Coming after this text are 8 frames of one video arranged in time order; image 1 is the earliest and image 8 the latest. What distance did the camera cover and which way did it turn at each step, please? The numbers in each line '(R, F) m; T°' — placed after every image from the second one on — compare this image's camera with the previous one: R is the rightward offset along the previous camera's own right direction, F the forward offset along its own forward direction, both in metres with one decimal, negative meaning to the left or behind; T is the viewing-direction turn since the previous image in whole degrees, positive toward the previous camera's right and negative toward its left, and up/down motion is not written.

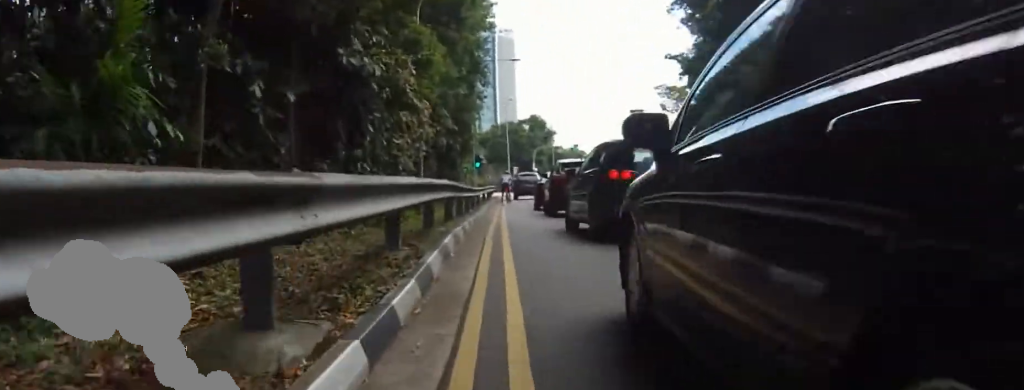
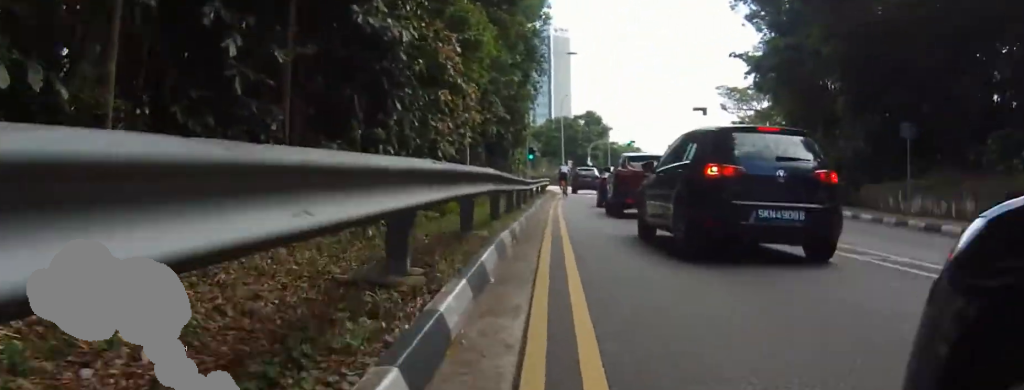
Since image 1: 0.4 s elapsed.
(0.0, +2.2) m; 0°
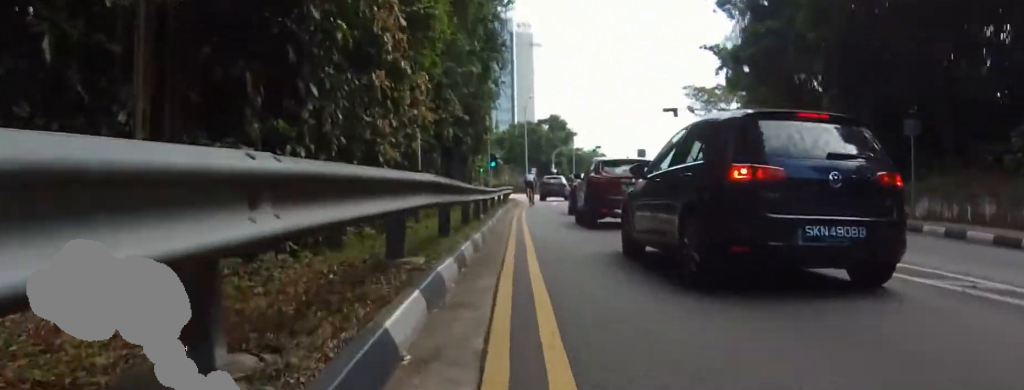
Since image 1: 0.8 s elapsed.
(0.0, +2.1) m; 0°
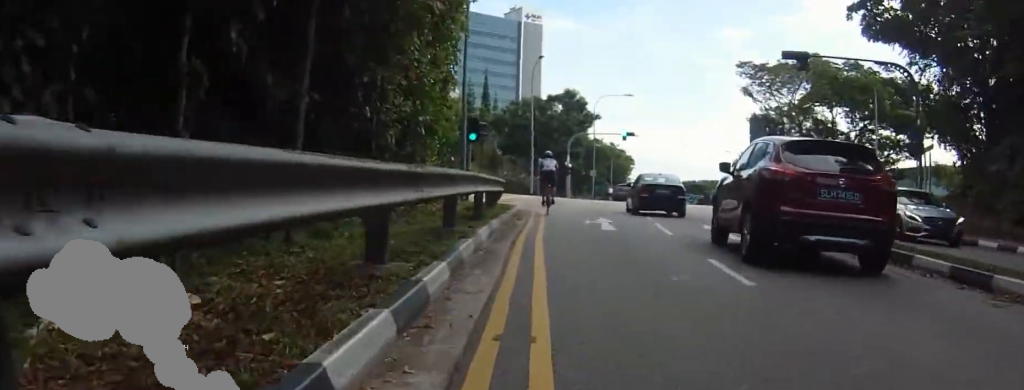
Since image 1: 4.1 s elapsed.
(-4.6, +20.4) m; -23°
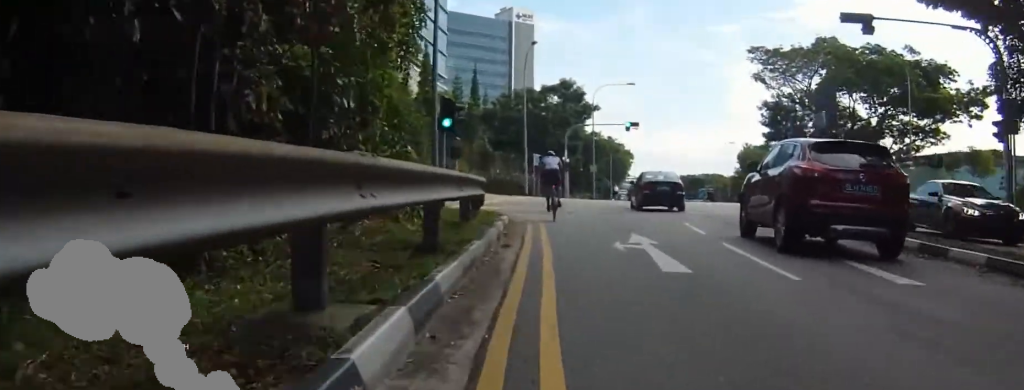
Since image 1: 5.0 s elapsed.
(+0.4, +6.2) m; +9°
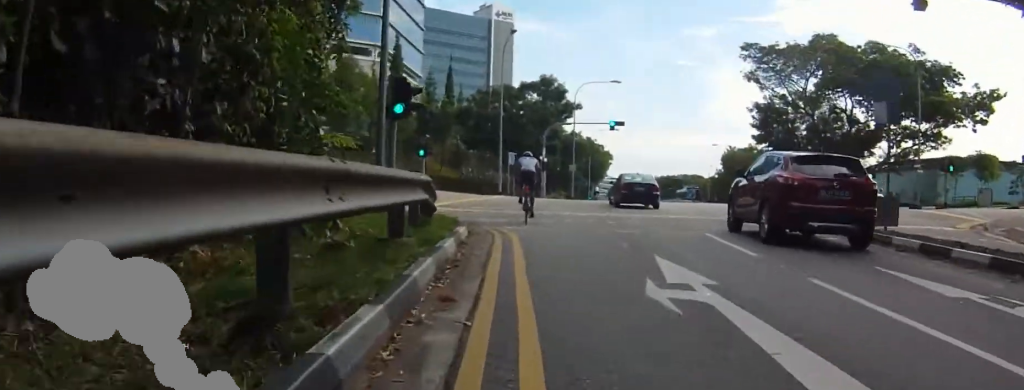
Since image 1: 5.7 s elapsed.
(+0.9, +4.6) m; +6°
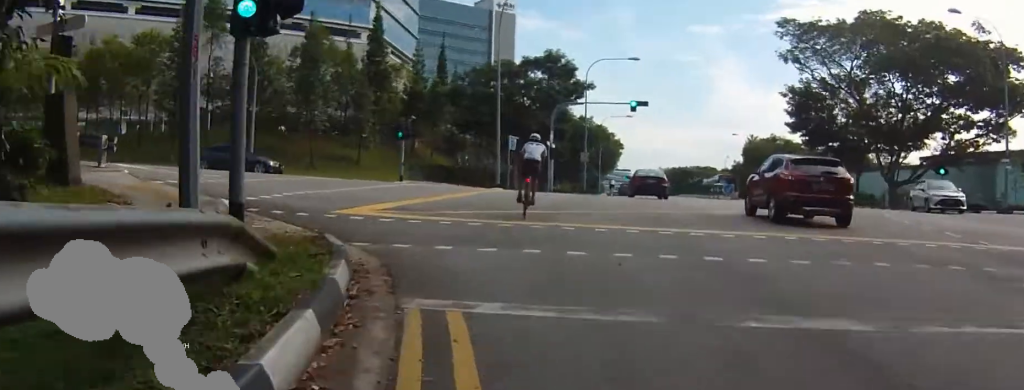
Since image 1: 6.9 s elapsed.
(-0.2, +8.2) m; +9°
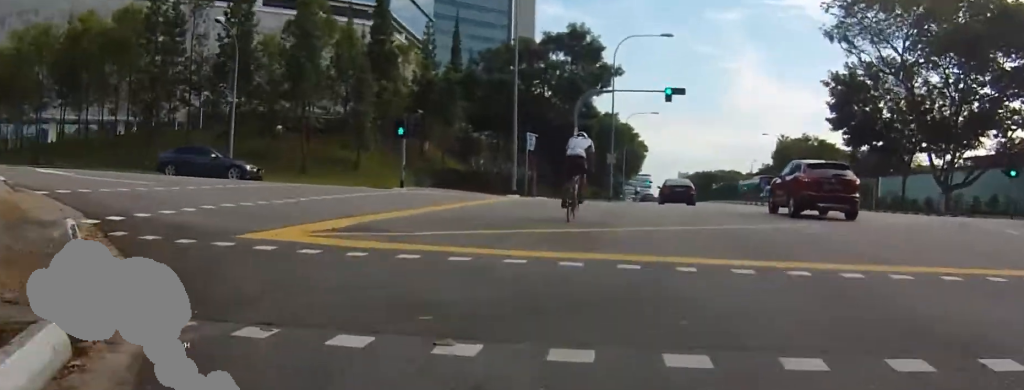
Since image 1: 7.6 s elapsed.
(+0.9, +3.2) m; +7°
